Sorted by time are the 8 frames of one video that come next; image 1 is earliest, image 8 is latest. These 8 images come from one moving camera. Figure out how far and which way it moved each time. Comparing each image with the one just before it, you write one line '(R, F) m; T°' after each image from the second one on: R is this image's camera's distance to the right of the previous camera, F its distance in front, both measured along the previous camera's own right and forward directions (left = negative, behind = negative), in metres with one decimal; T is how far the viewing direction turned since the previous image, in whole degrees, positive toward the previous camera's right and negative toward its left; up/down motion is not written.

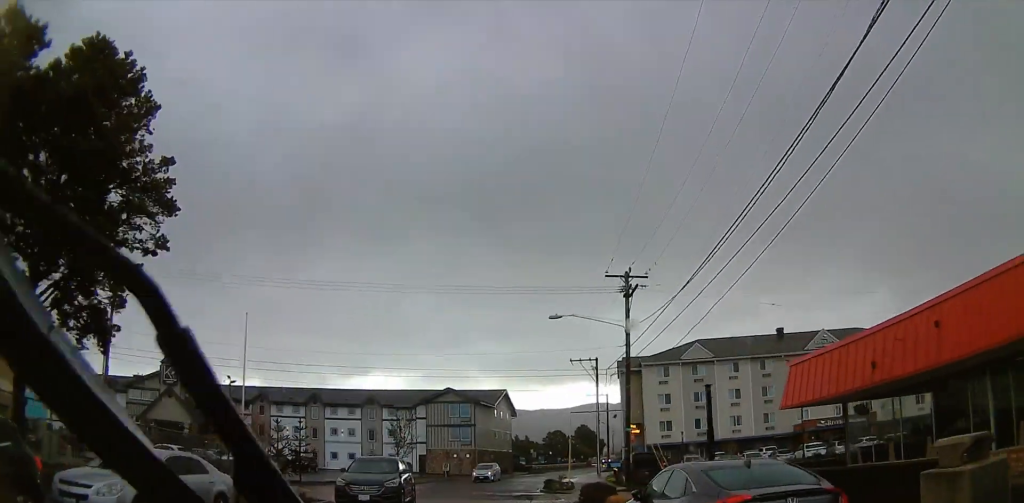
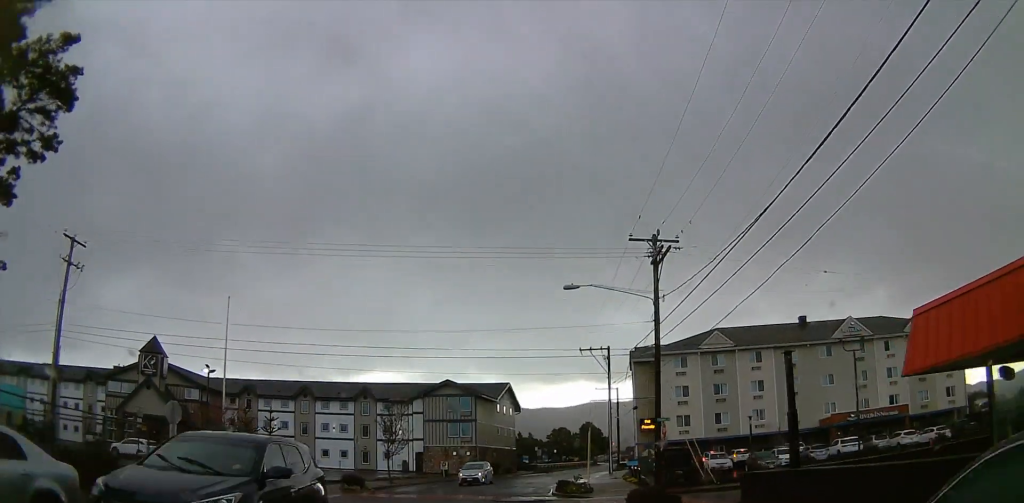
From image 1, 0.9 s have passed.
(0.0, +6.2) m; 0°
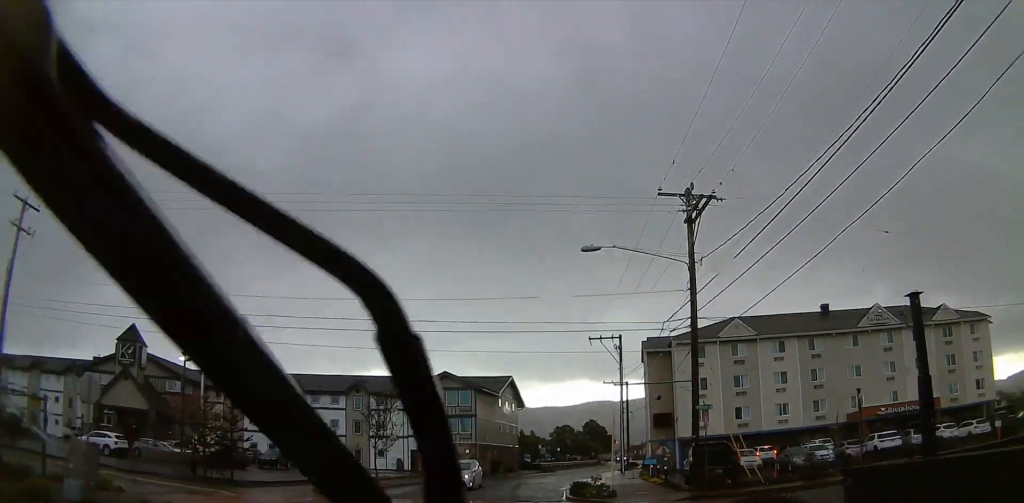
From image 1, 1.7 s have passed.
(0.0, +5.5) m; 0°
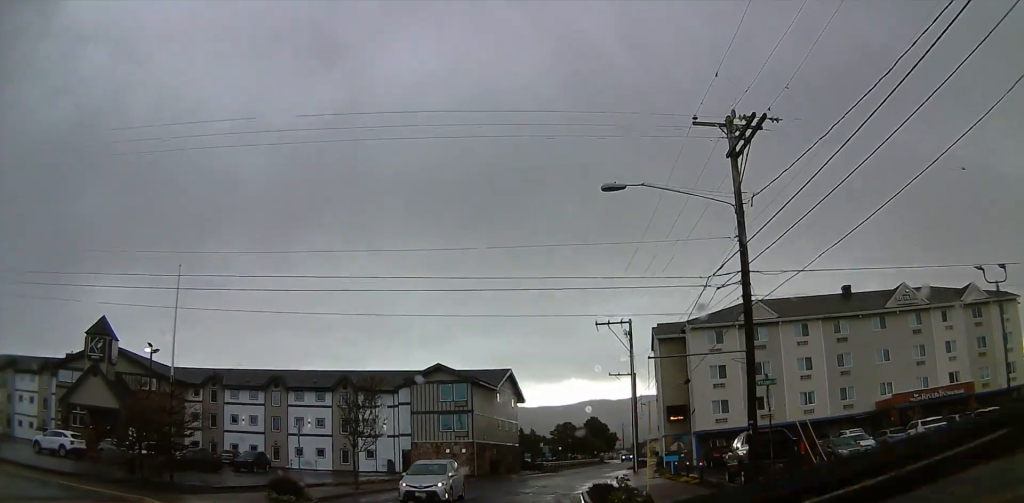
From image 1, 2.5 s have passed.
(0.0, +5.7) m; 0°
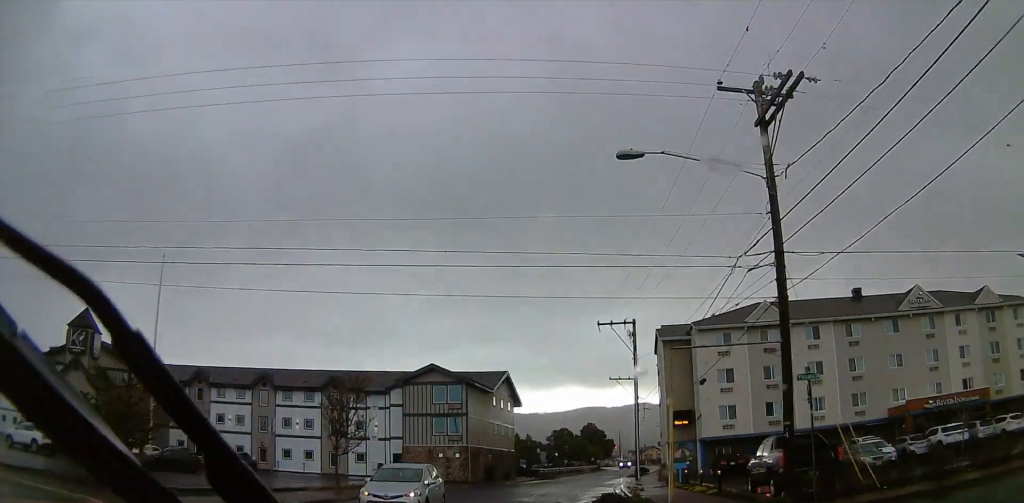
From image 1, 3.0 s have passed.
(0.0, +2.8) m; 0°
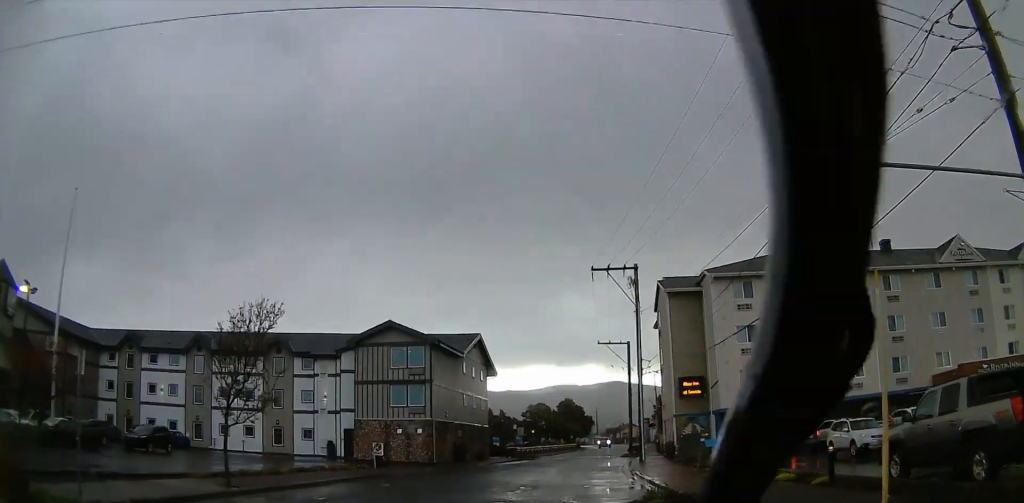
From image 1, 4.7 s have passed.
(0.0, +10.3) m; 0°
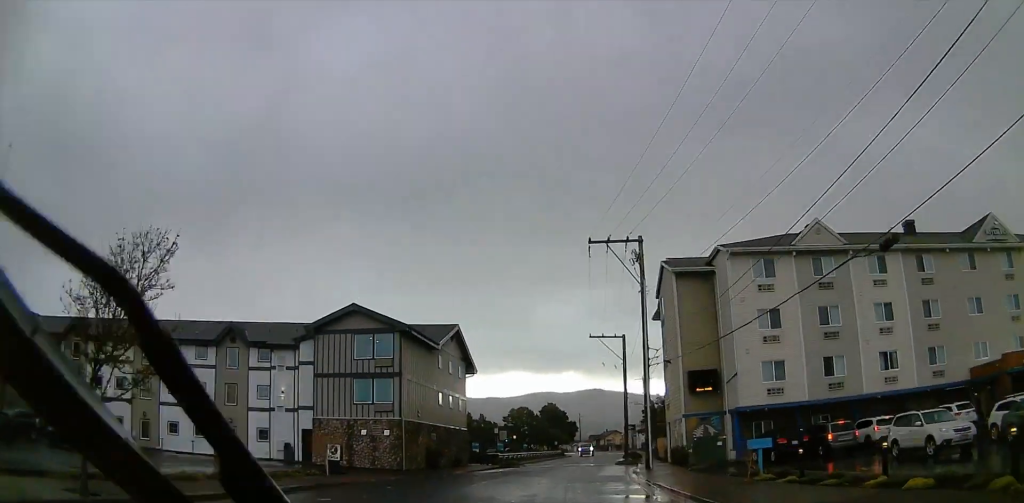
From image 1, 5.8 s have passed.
(0.0, +6.5) m; +5°
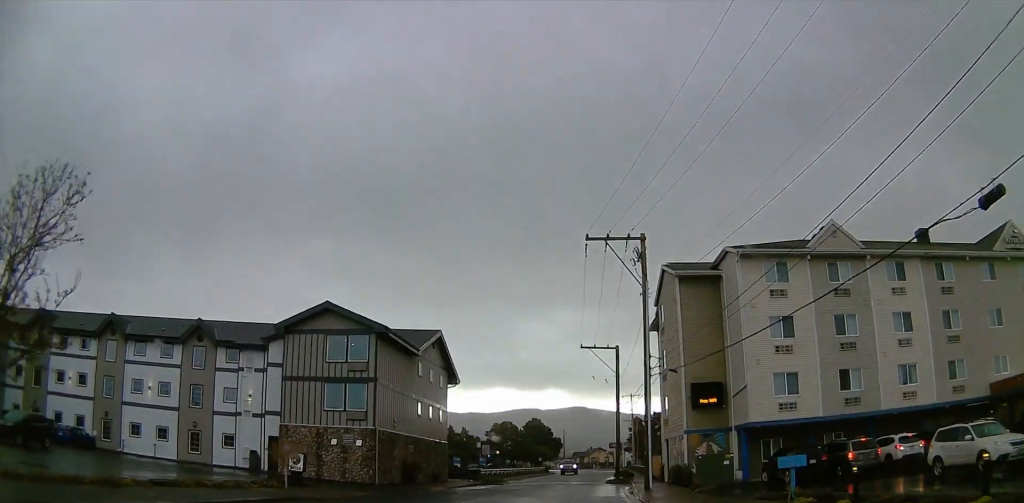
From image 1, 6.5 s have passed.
(+0.2, +3.5) m; +3°
